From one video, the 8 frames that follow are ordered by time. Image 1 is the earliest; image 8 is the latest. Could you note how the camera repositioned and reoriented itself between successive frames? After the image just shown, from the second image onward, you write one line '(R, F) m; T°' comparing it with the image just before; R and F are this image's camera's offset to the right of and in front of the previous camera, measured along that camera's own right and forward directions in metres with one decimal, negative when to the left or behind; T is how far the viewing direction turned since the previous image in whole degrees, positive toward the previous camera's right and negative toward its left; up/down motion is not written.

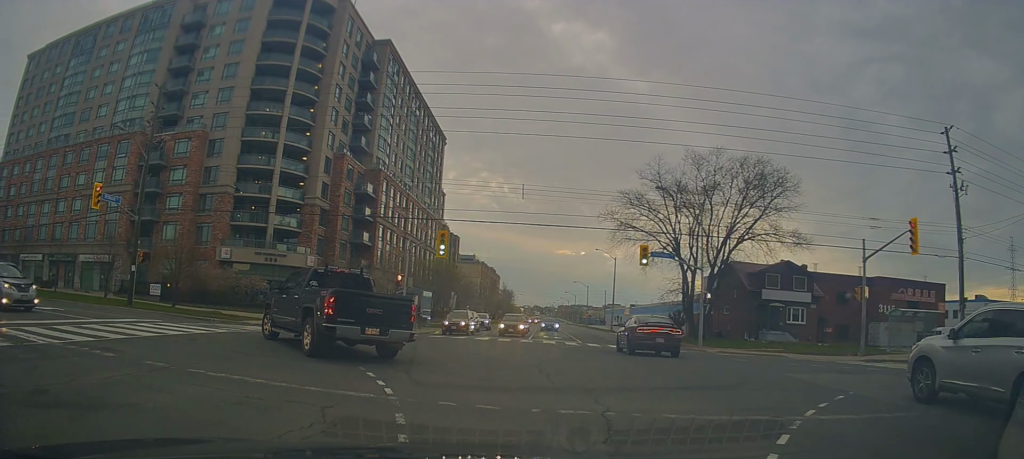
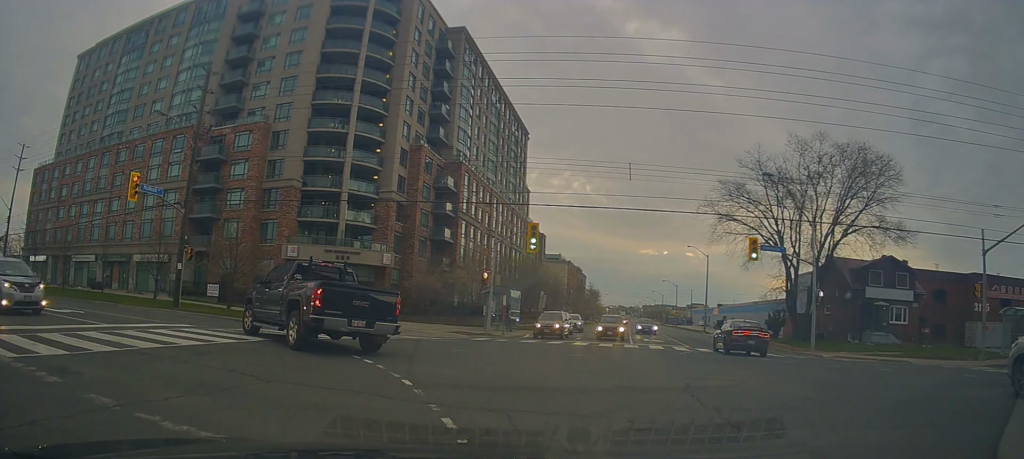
(+0.3, +3.9) m; -9°
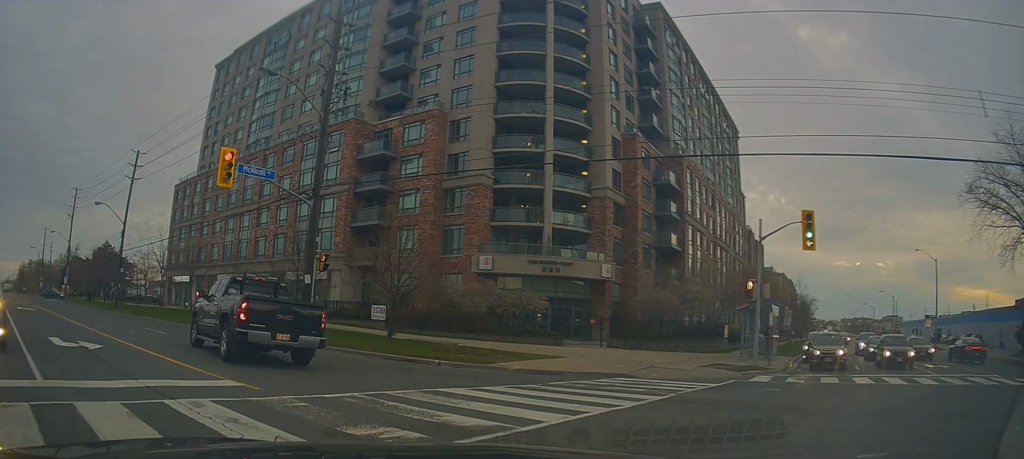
(-2.1, +9.1) m; -27°
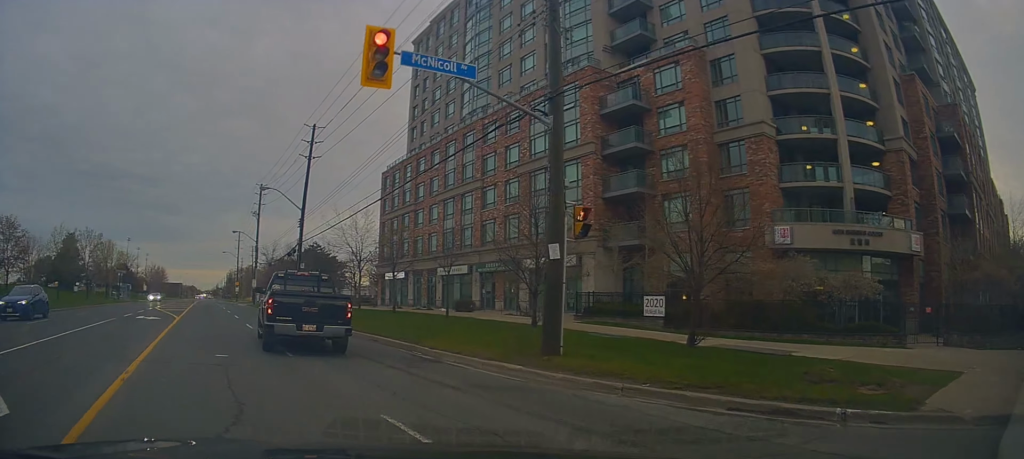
(-1.6, +9.3) m; -18°
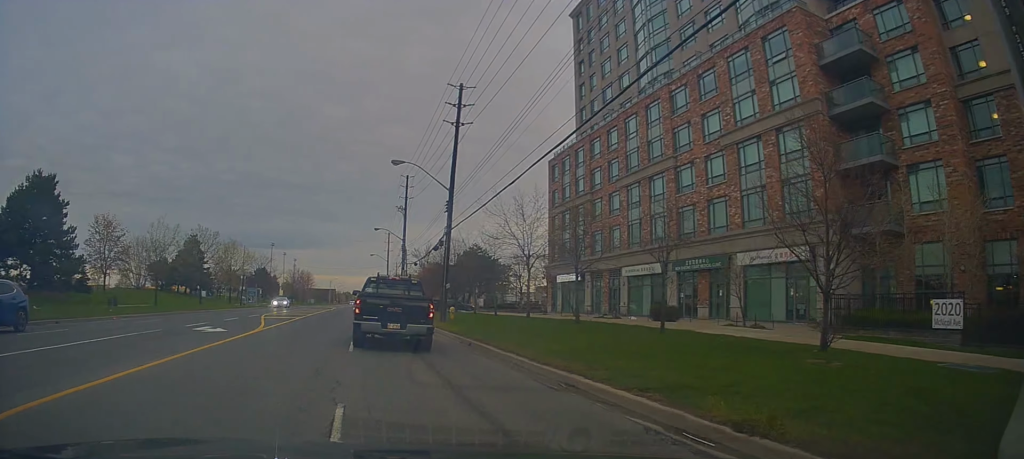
(-1.2, +9.3) m; -12°
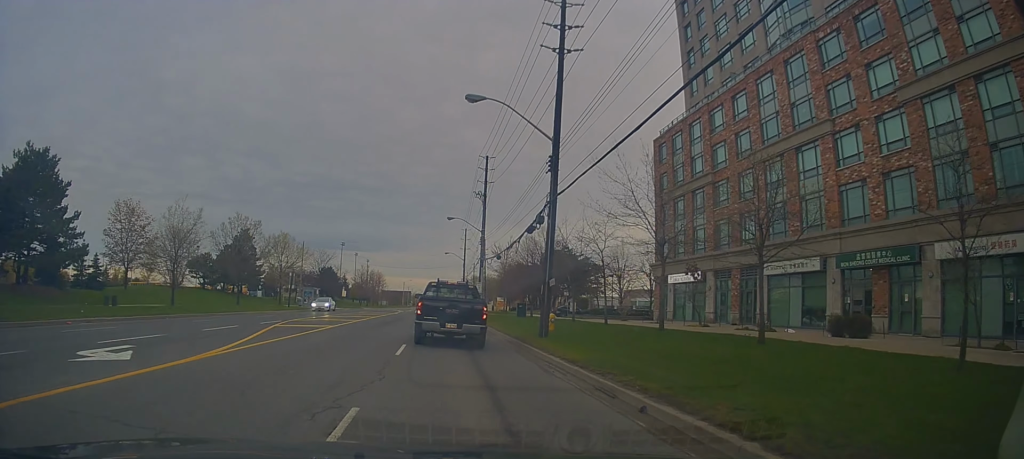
(-0.9, +9.8) m; -8°
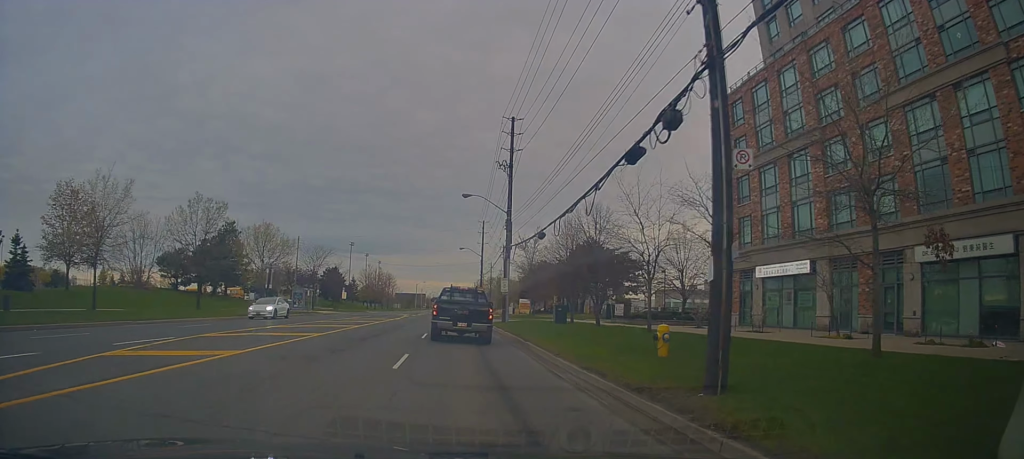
(-0.8, +11.7) m; -4°
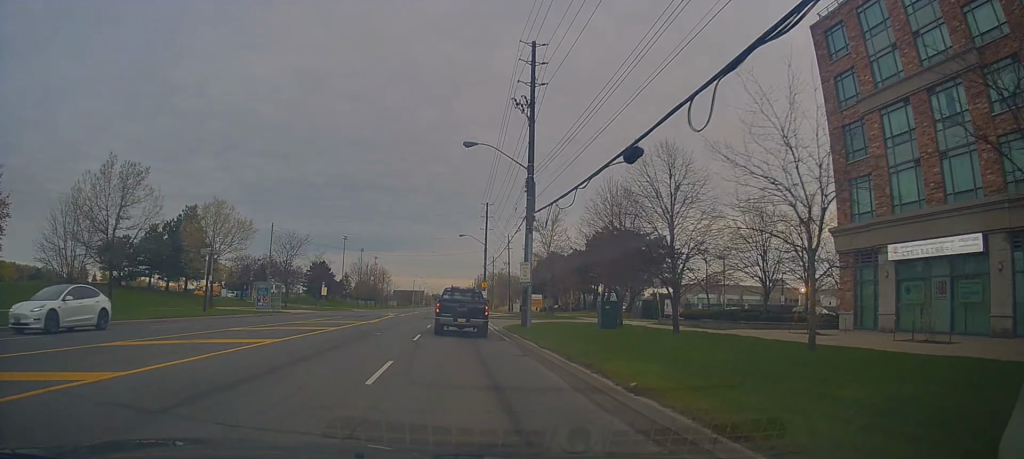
(+0.1, +10.8) m; 0°
